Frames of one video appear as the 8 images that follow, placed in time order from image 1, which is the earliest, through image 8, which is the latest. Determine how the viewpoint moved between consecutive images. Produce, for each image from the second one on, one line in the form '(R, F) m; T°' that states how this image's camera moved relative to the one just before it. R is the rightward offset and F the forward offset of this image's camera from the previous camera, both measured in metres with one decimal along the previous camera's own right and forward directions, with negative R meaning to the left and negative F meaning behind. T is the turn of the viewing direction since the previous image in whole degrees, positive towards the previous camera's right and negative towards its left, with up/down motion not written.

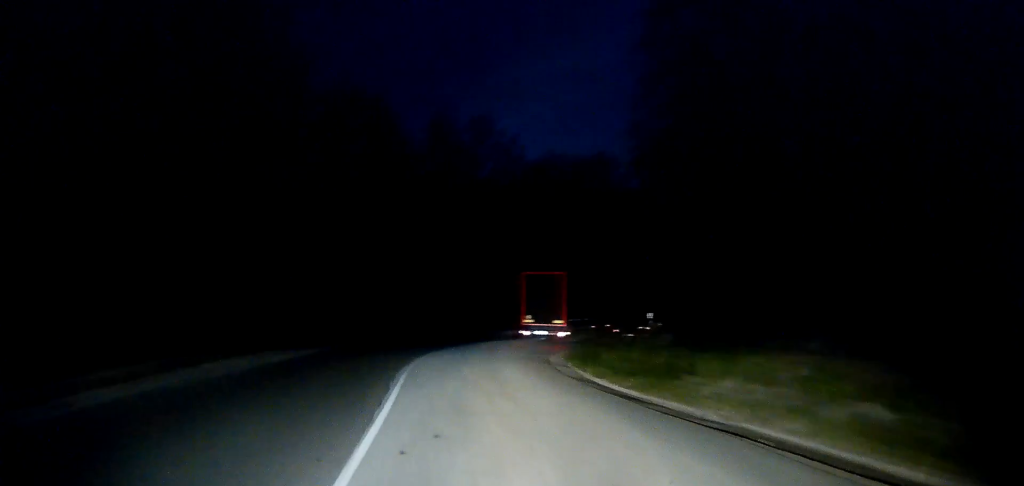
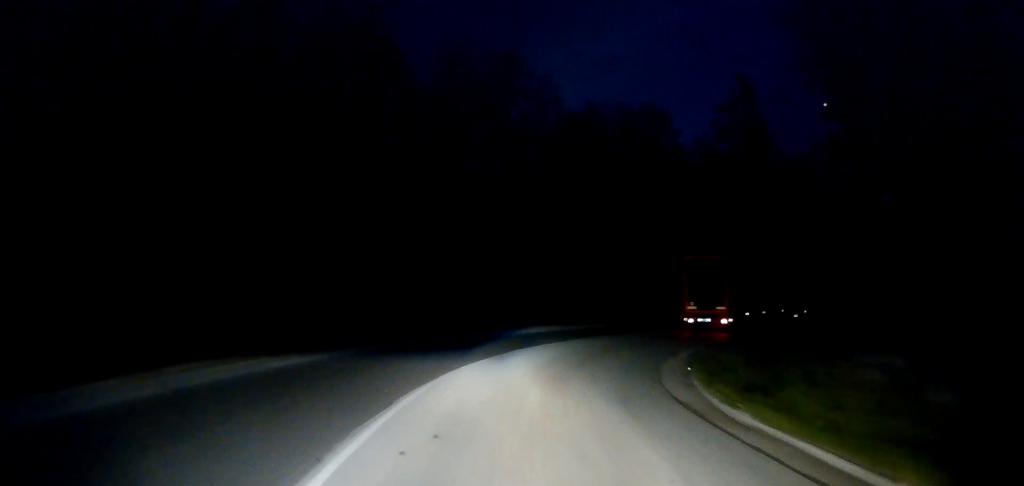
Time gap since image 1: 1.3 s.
(-1.8, +15.8) m; -8°
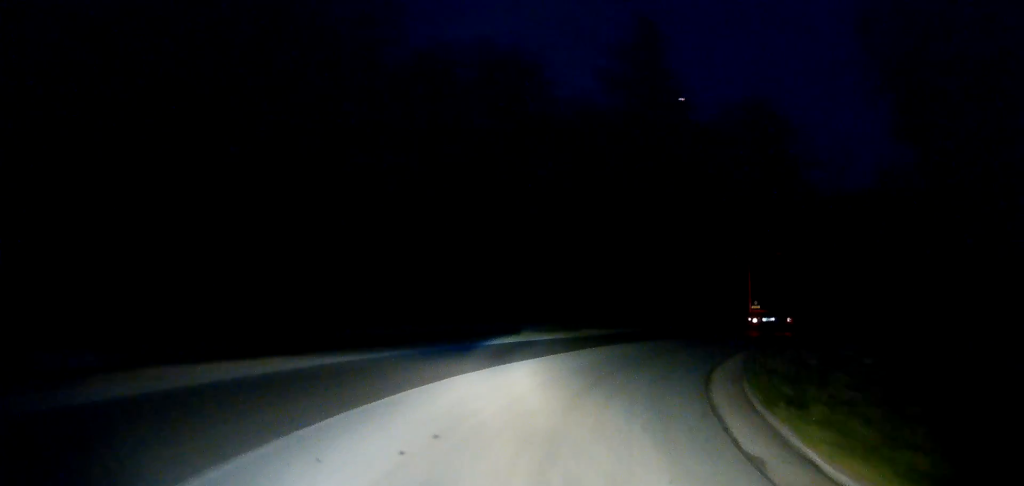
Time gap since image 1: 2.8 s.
(+0.6, +17.3) m; +9°
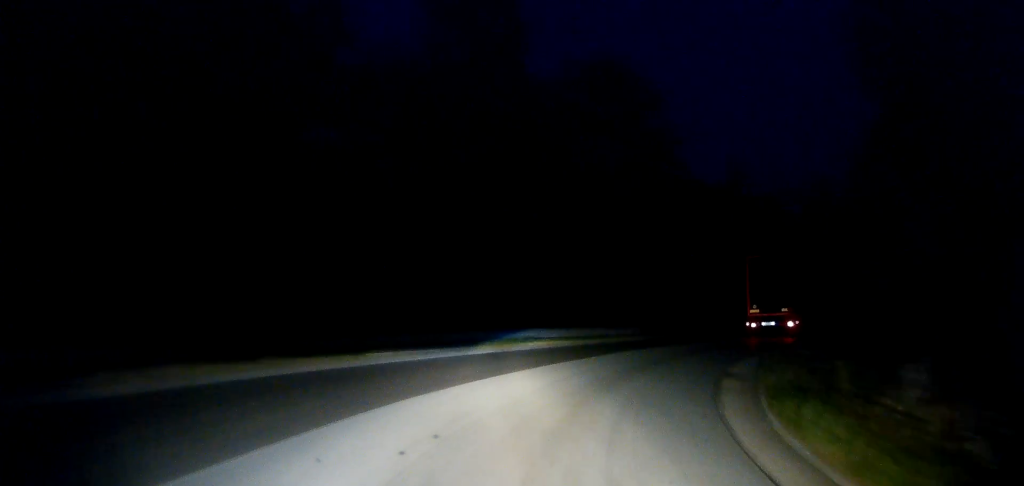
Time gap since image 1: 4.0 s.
(+1.5, +14.1) m; +11°
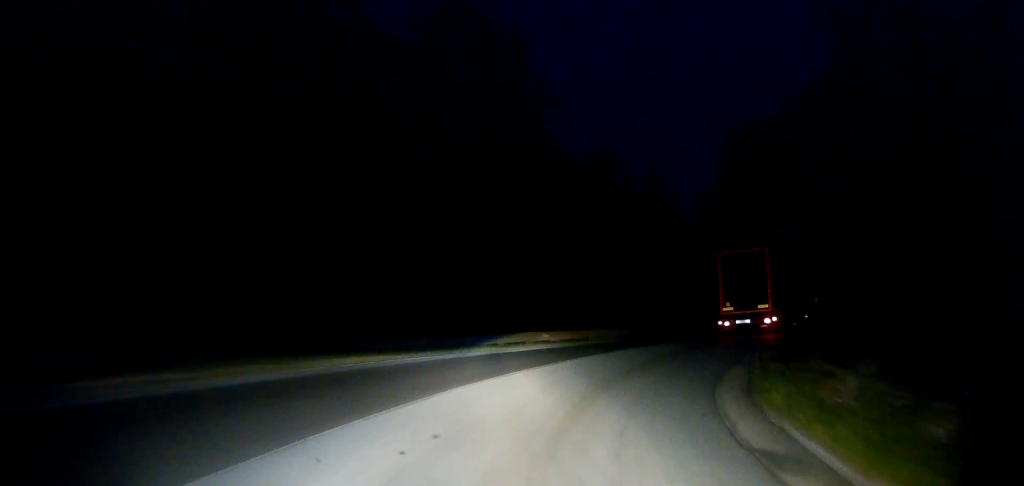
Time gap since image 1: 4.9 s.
(+0.7, +10.9) m; +9°
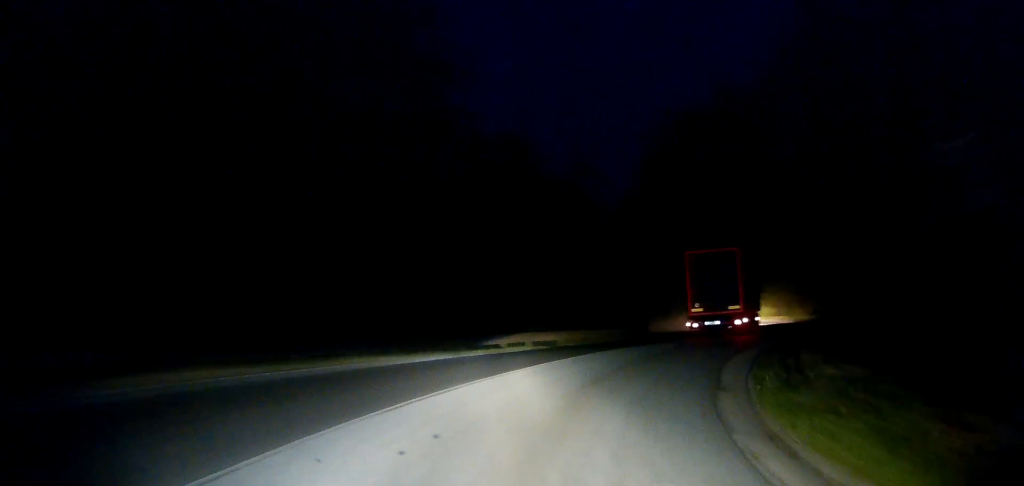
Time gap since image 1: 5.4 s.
(-0.5, +6.0) m; +9°
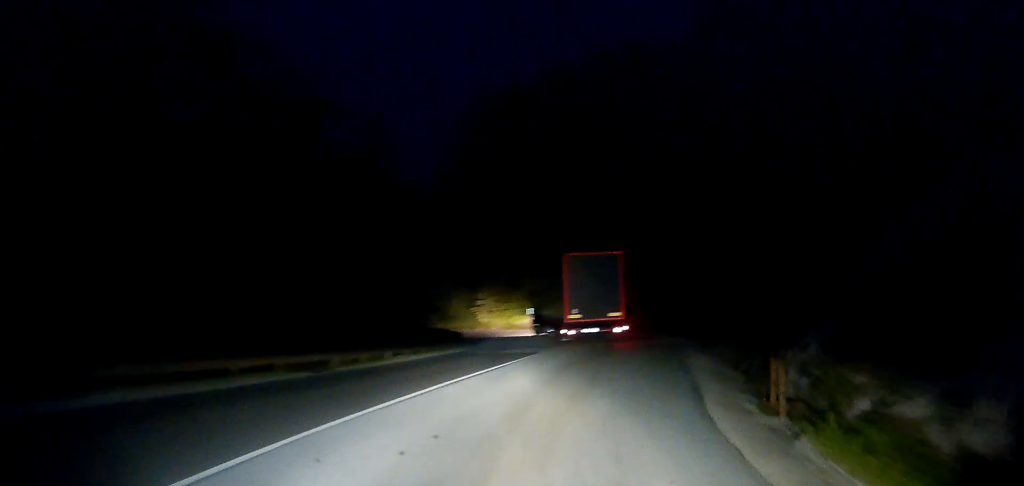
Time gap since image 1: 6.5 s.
(+3.2, +12.2) m; +24°
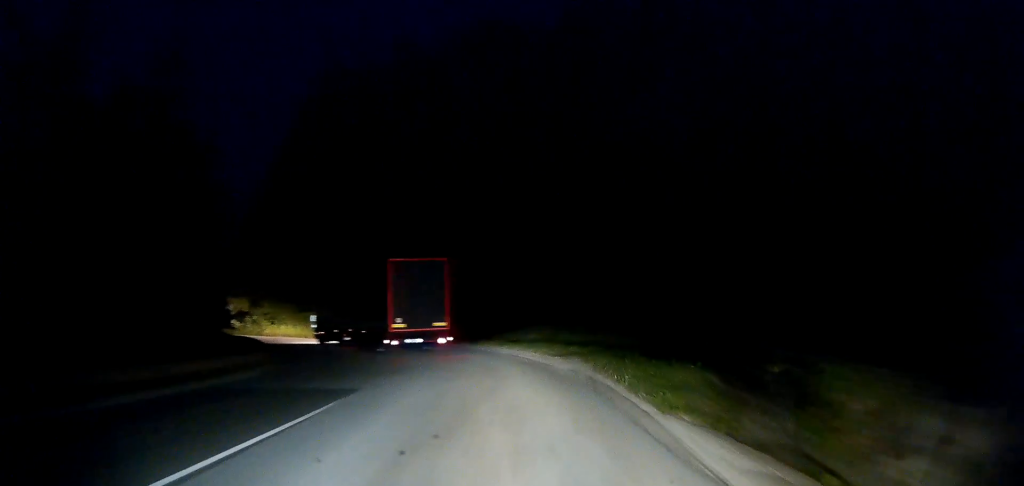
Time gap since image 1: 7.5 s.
(+1.7, +11.4) m; +10°
